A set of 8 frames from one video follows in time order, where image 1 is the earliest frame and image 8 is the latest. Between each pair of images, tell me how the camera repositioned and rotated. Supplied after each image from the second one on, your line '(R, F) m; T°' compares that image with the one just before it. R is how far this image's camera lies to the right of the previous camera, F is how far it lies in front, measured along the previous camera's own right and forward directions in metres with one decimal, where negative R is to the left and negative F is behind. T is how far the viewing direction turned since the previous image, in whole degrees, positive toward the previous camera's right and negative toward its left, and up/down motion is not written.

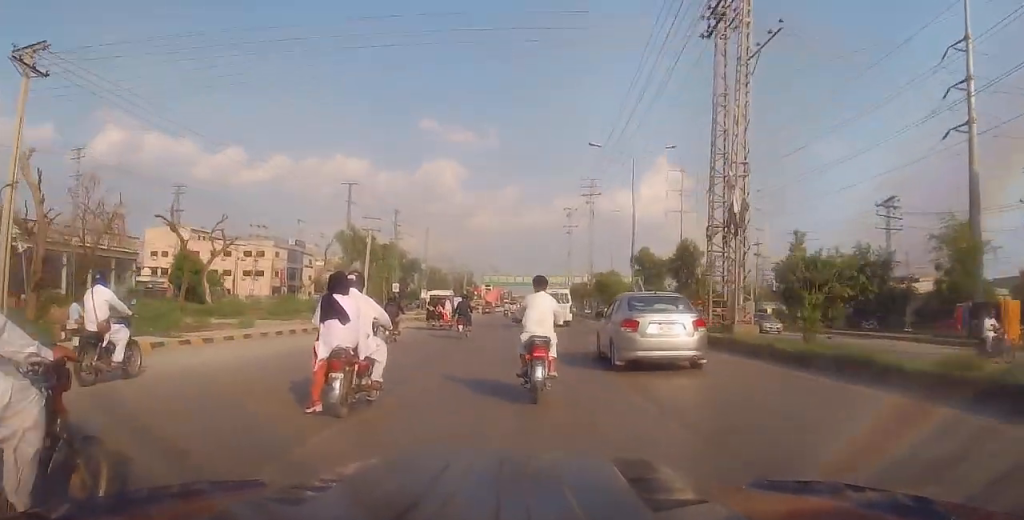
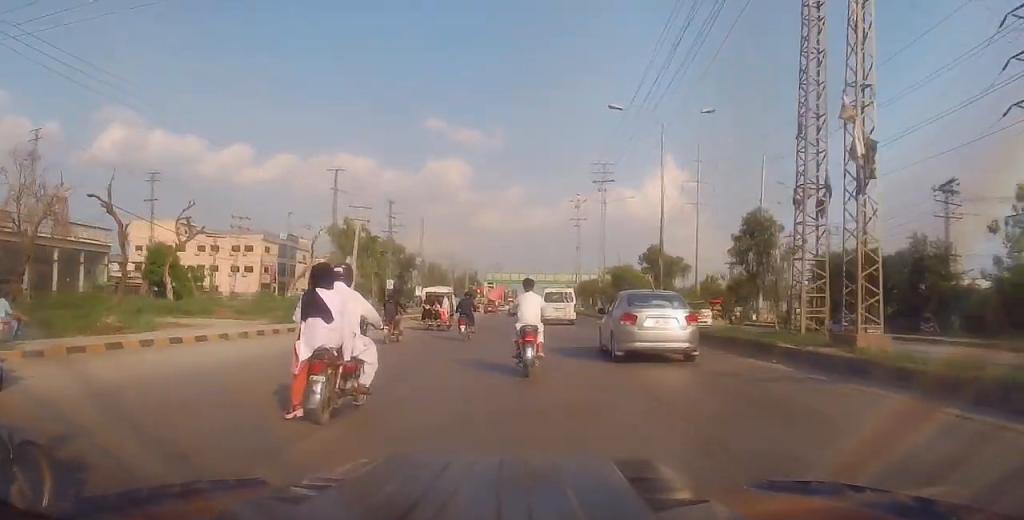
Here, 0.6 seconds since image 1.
(+0.2, +7.3) m; +1°
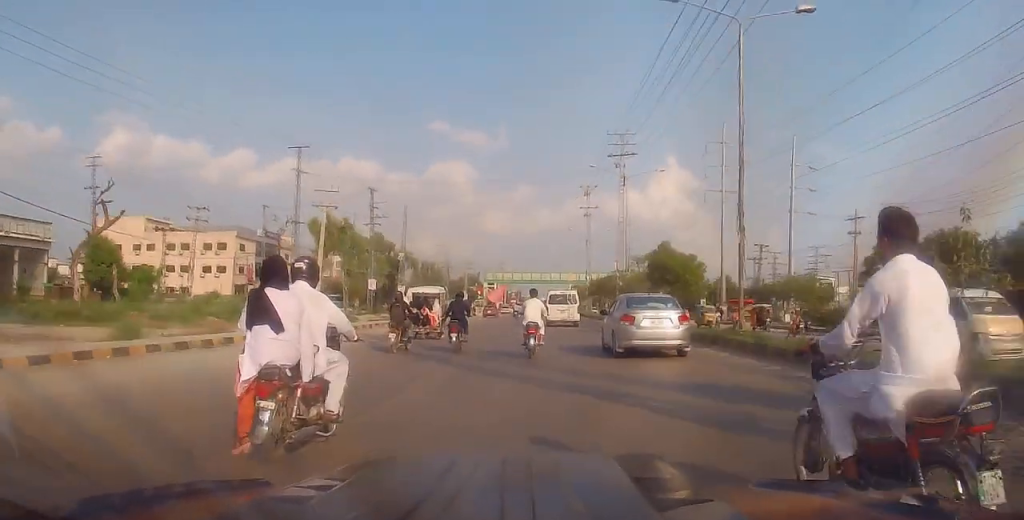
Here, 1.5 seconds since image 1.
(+0.1, +12.1) m; 0°
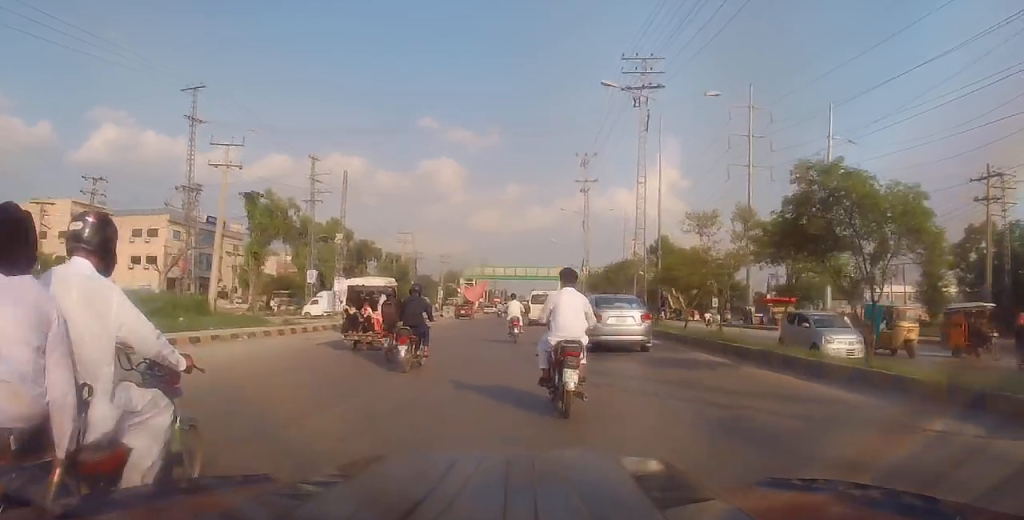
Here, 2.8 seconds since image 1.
(-0.2, +16.8) m; -1°
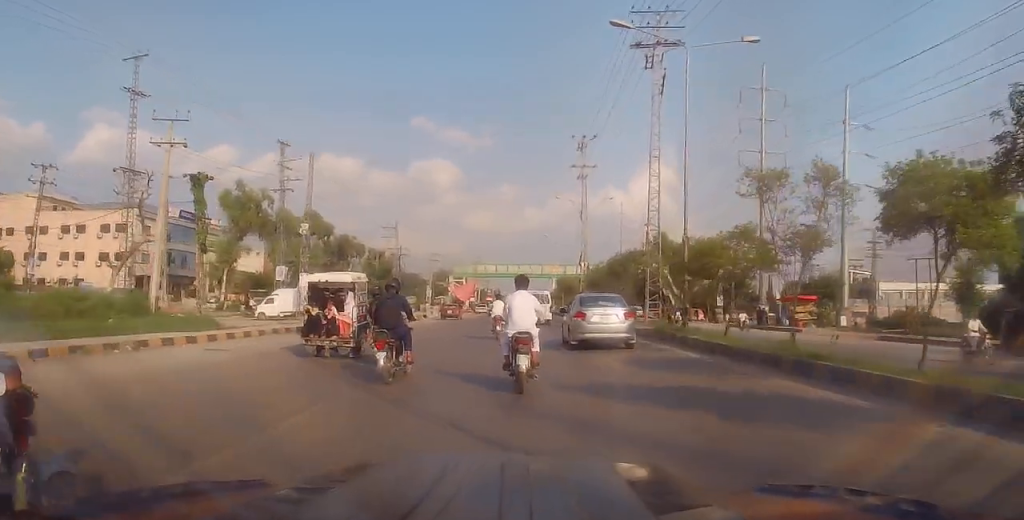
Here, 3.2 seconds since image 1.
(0.0, +6.1) m; 0°
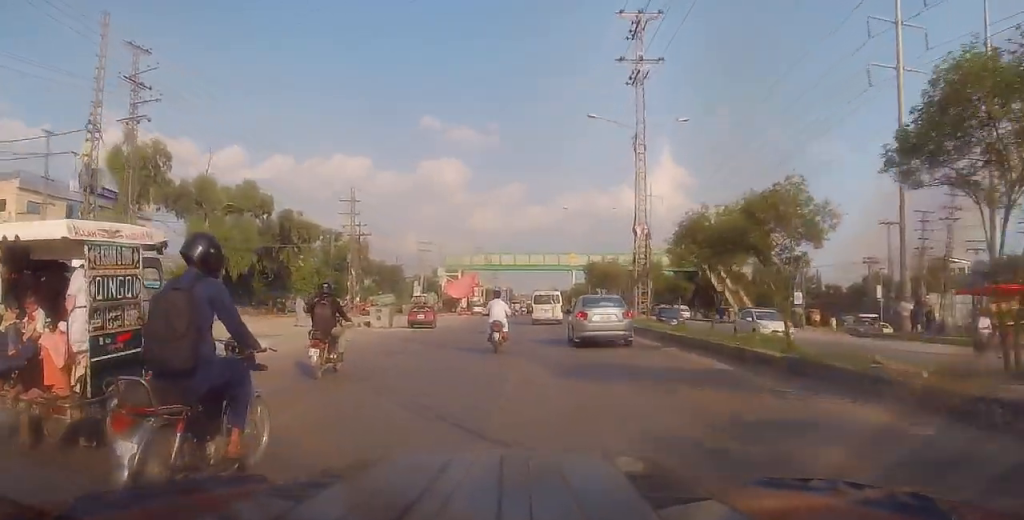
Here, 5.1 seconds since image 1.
(+0.7, +24.4) m; +1°
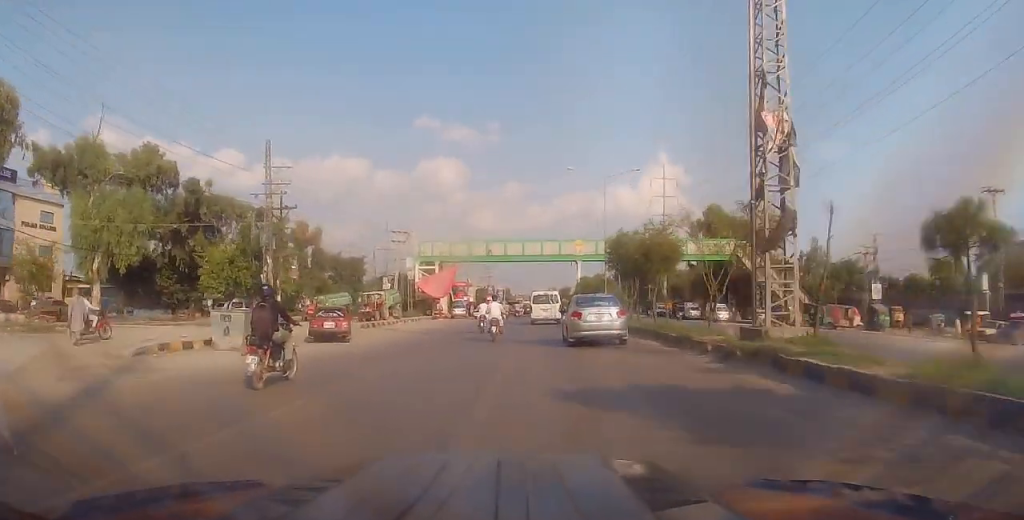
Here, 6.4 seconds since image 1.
(-0.7, +17.7) m; -3°
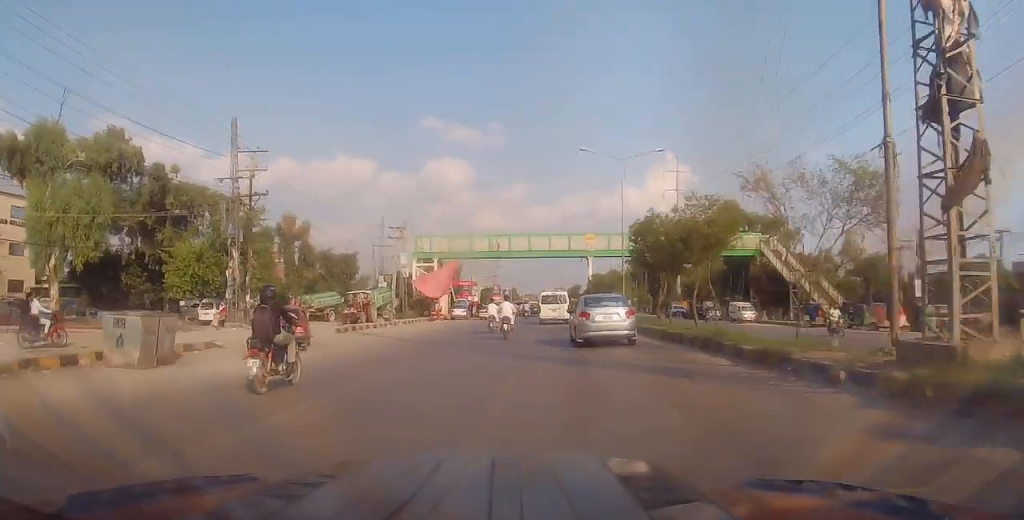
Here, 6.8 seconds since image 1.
(-0.1, +5.6) m; 0°
